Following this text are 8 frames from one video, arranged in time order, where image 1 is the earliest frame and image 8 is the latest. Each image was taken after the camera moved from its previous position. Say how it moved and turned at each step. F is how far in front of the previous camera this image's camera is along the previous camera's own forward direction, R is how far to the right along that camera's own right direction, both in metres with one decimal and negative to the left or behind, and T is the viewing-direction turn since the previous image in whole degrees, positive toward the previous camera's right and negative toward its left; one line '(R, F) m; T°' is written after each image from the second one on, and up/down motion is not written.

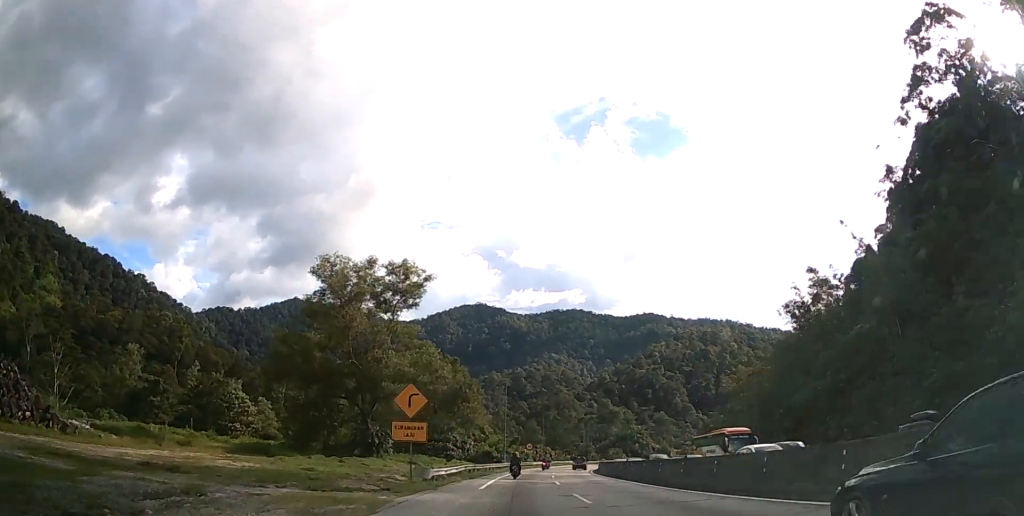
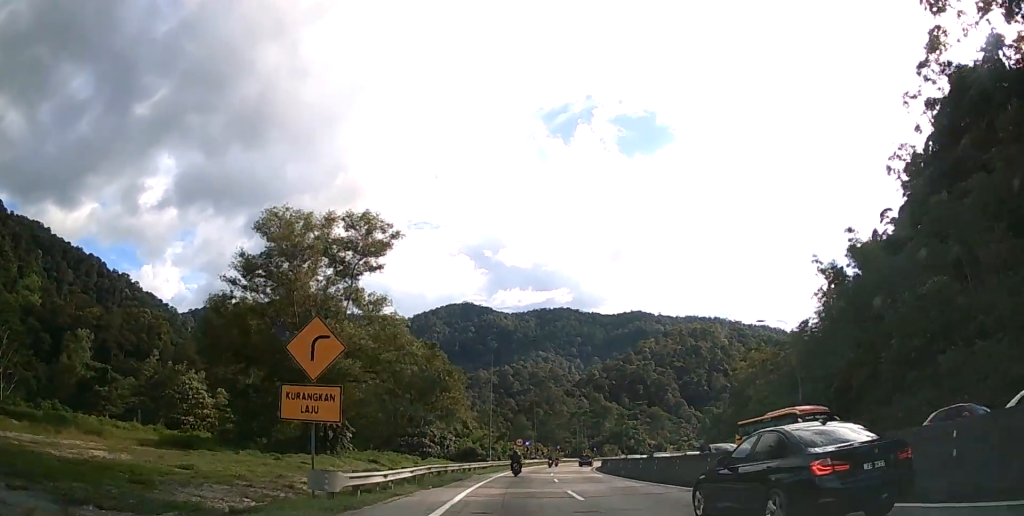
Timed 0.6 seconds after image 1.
(0.0, +11.7) m; +1°
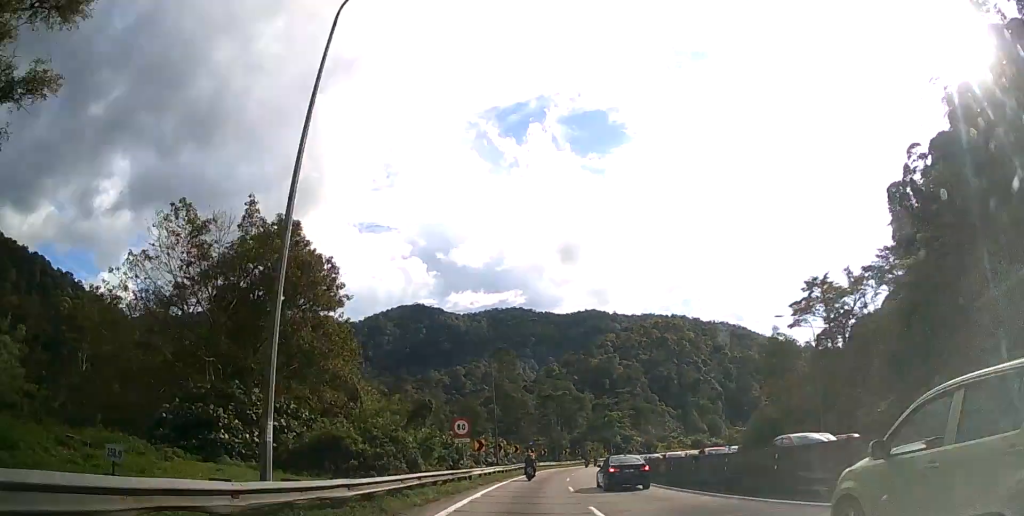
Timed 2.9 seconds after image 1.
(+1.6, +41.9) m; +5°
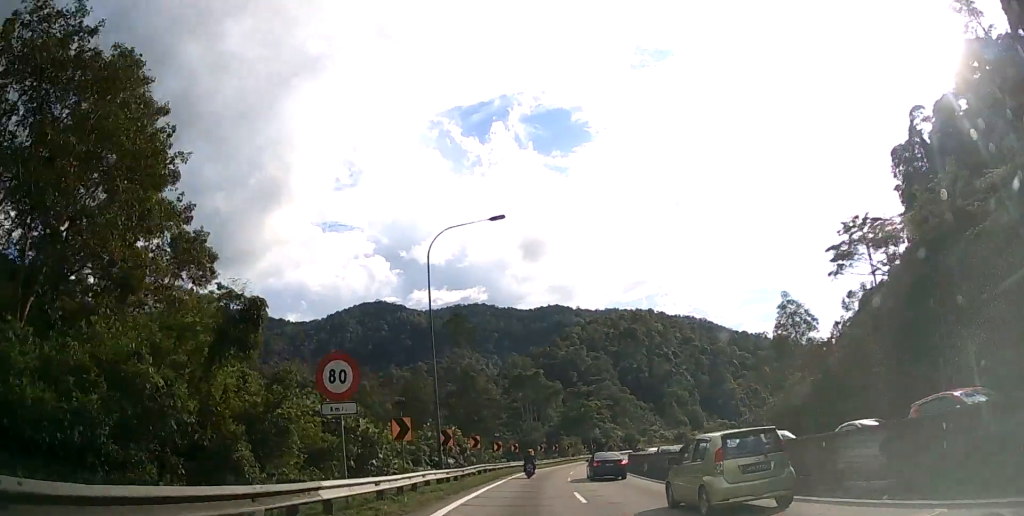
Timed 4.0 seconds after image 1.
(+0.4, +19.2) m; +3°
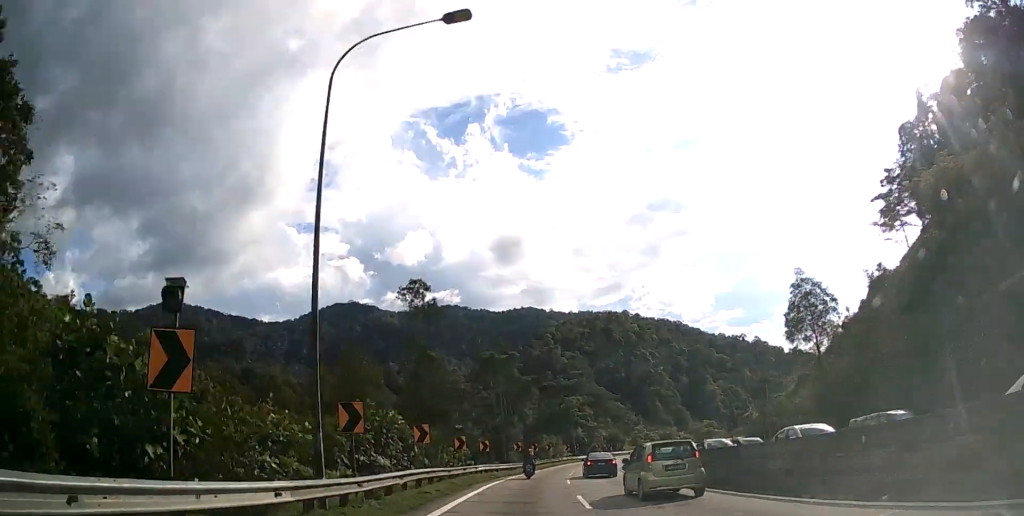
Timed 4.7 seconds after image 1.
(+0.2, +14.0) m; +3°
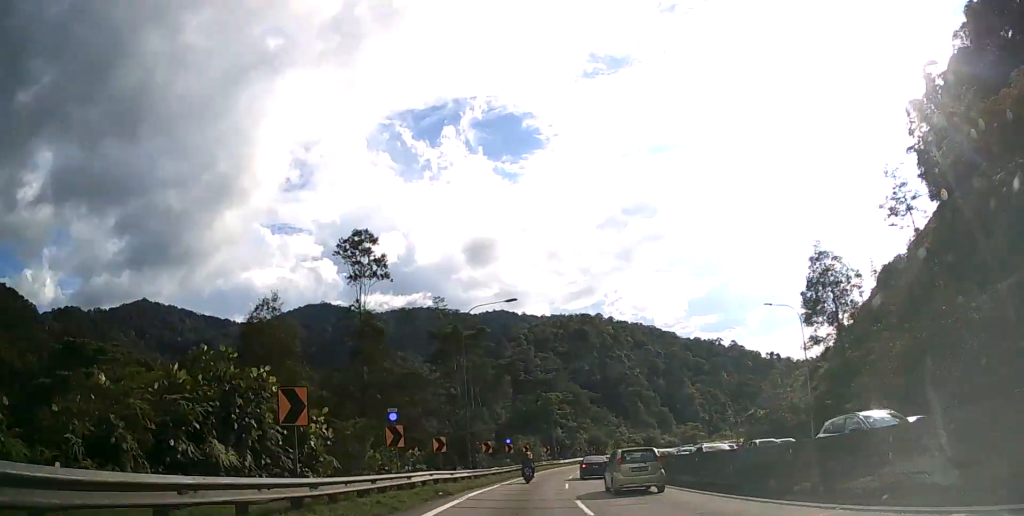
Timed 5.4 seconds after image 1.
(+0.4, +13.4) m; +3°
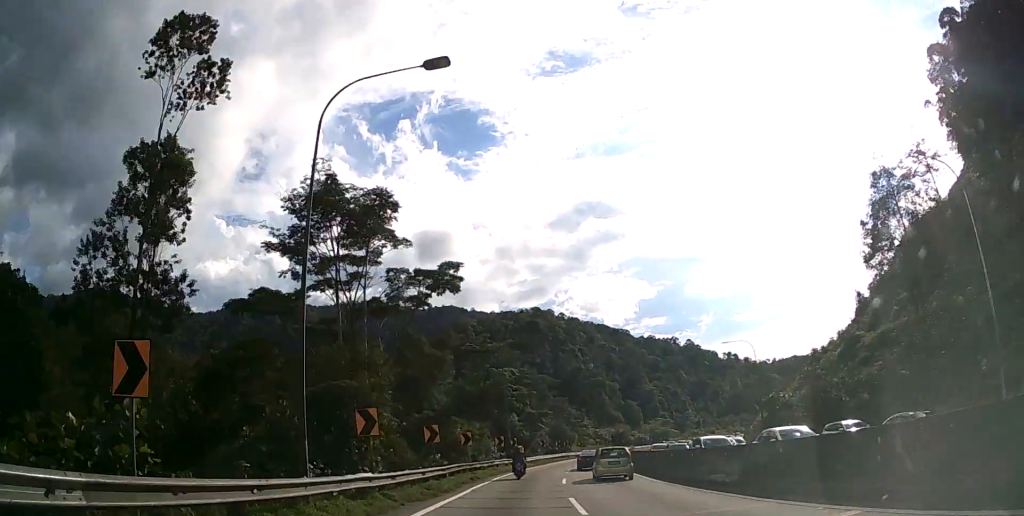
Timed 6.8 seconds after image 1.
(+1.1, +24.6) m; +5°
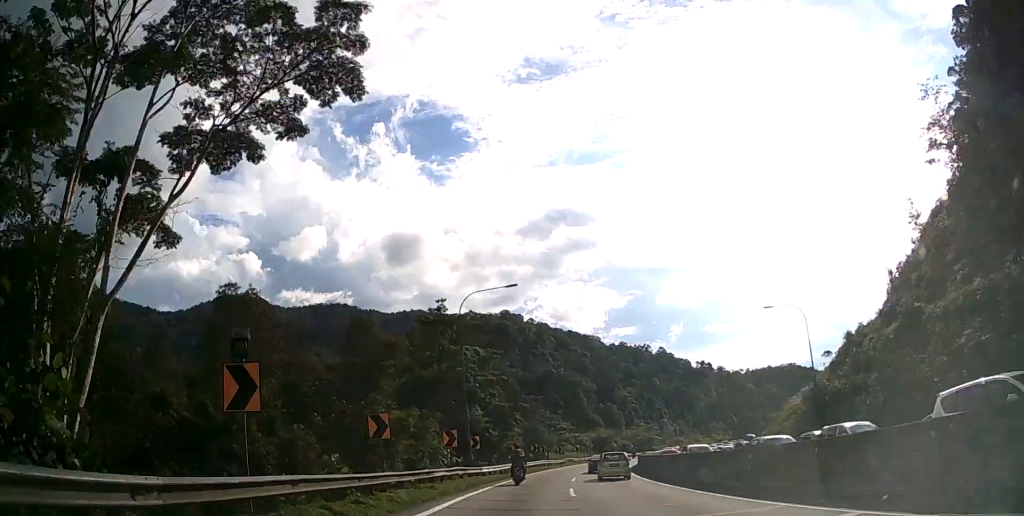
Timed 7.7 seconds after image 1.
(+0.6, +17.7) m; +3°
